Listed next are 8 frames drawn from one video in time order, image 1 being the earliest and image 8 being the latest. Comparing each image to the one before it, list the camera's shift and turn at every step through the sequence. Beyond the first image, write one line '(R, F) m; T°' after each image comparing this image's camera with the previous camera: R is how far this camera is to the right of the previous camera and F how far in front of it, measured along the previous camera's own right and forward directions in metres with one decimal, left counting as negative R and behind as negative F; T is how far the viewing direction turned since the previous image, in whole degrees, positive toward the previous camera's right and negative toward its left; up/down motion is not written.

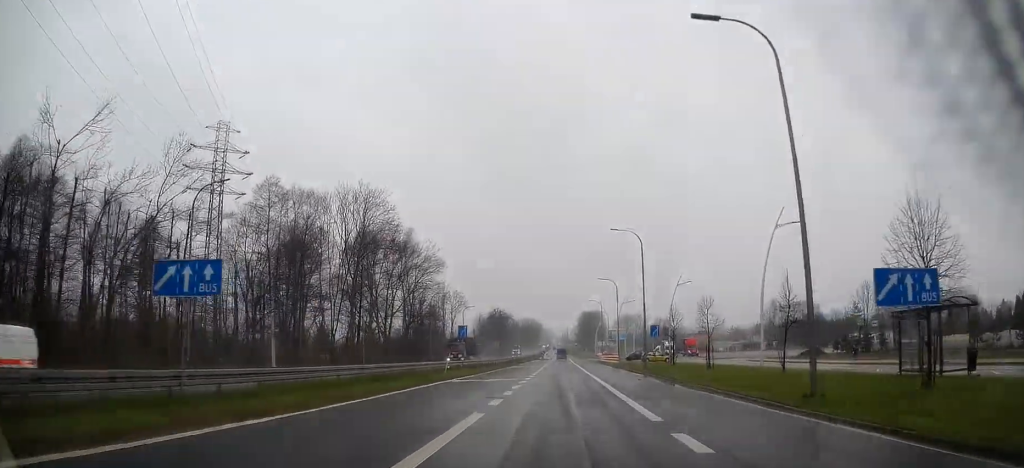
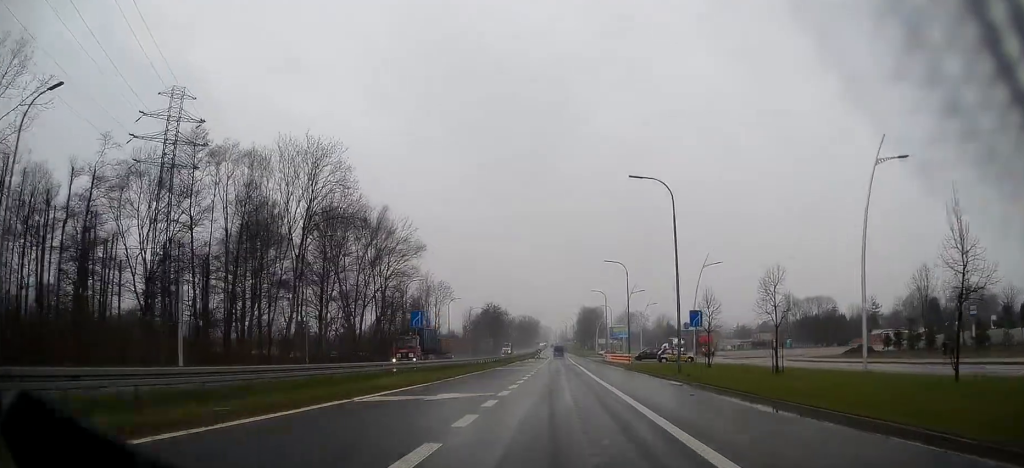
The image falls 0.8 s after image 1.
(-0.2, +13.0) m; 0°
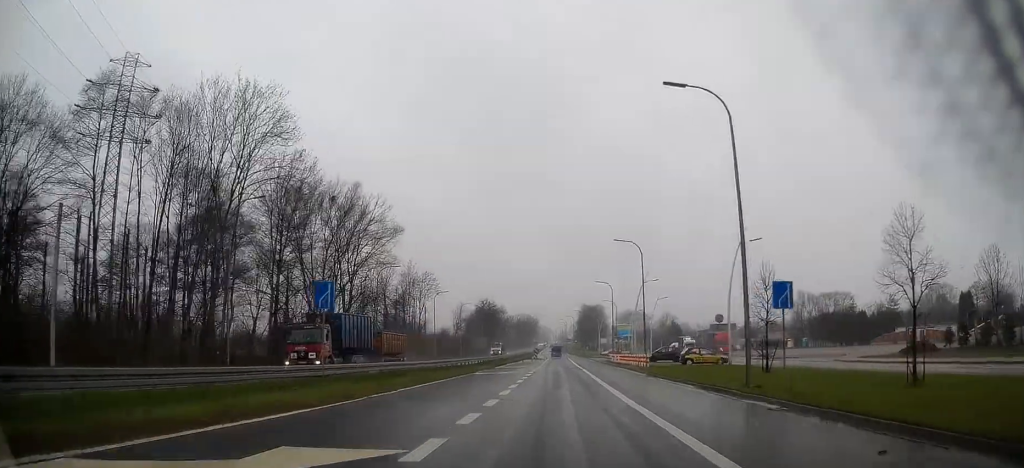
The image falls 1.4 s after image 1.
(+0.3, +11.3) m; 0°
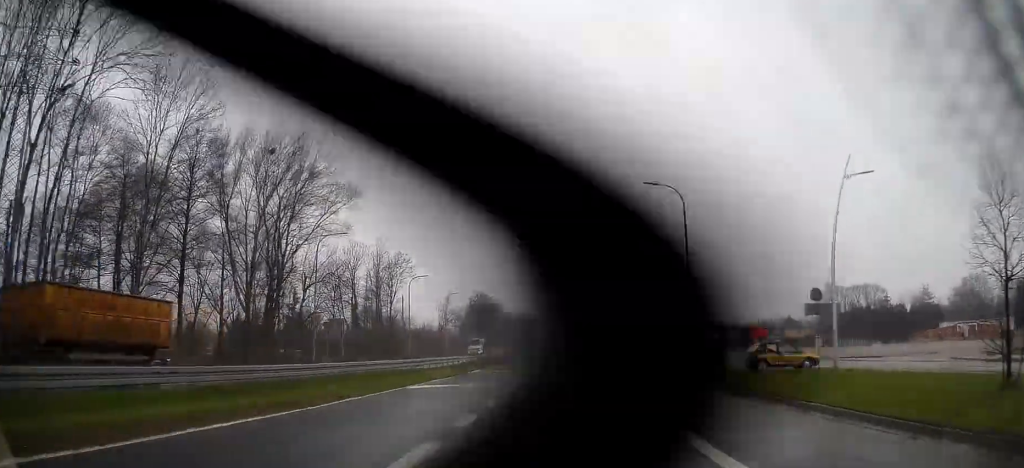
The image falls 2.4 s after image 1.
(-0.3, +16.5) m; 0°
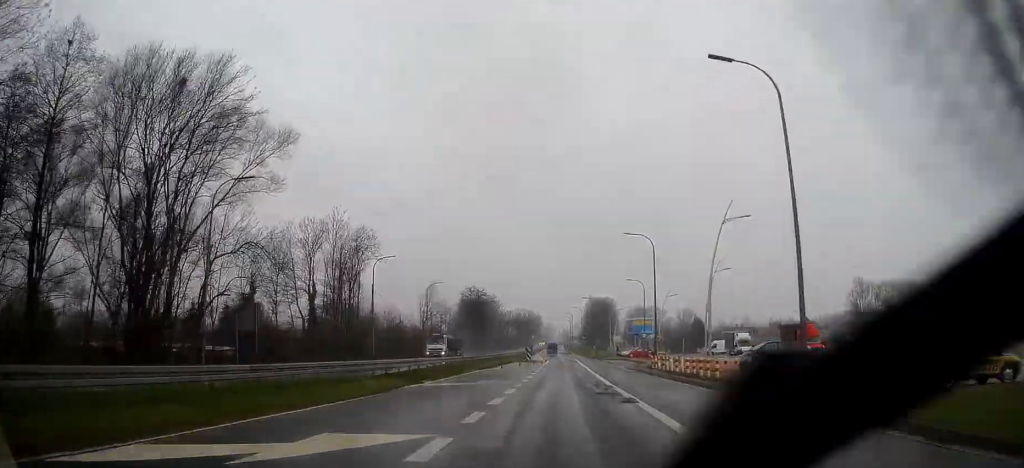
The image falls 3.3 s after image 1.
(+0.1, +15.4) m; 0°
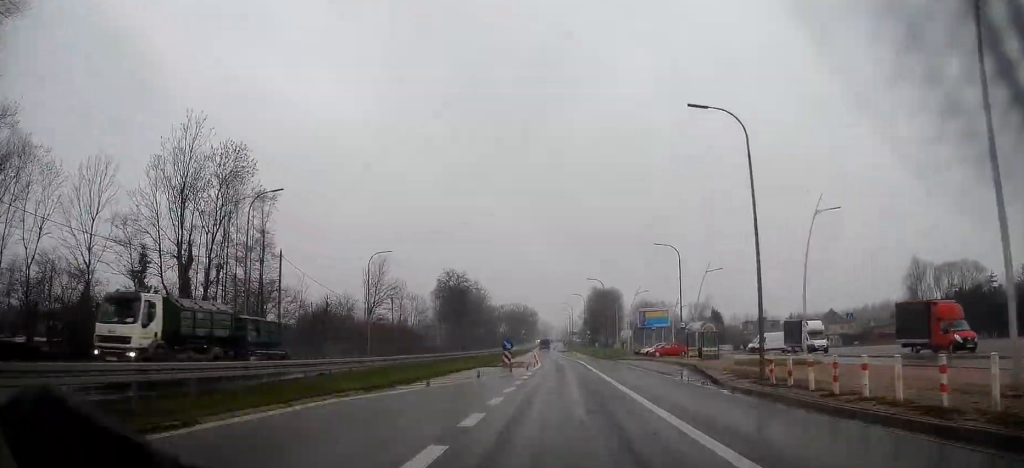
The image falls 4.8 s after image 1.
(-0.2, +25.0) m; +1°
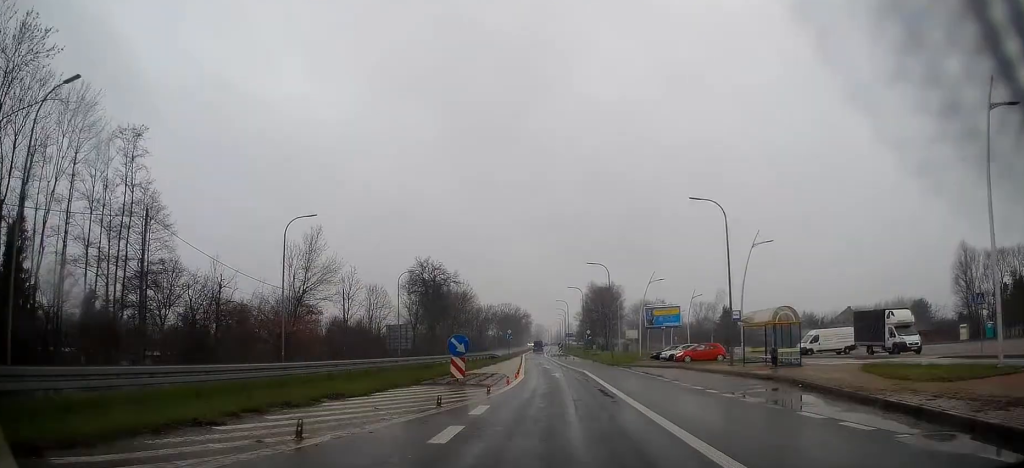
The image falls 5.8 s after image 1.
(+0.4, +17.6) m; +1°
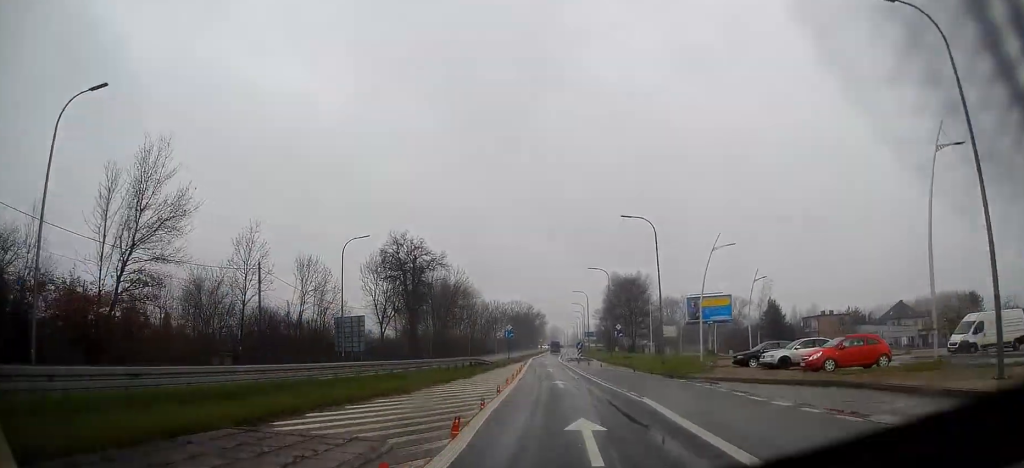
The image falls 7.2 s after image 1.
(-0.4, +23.2) m; -2°
